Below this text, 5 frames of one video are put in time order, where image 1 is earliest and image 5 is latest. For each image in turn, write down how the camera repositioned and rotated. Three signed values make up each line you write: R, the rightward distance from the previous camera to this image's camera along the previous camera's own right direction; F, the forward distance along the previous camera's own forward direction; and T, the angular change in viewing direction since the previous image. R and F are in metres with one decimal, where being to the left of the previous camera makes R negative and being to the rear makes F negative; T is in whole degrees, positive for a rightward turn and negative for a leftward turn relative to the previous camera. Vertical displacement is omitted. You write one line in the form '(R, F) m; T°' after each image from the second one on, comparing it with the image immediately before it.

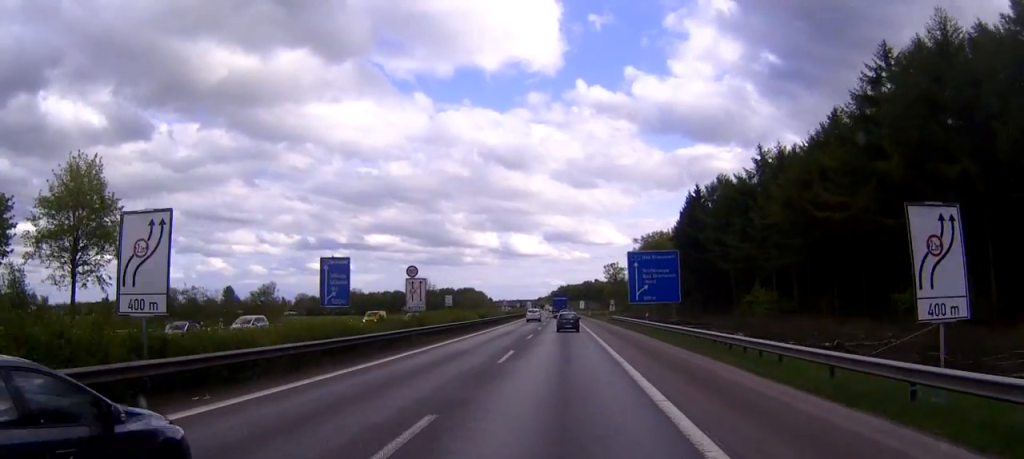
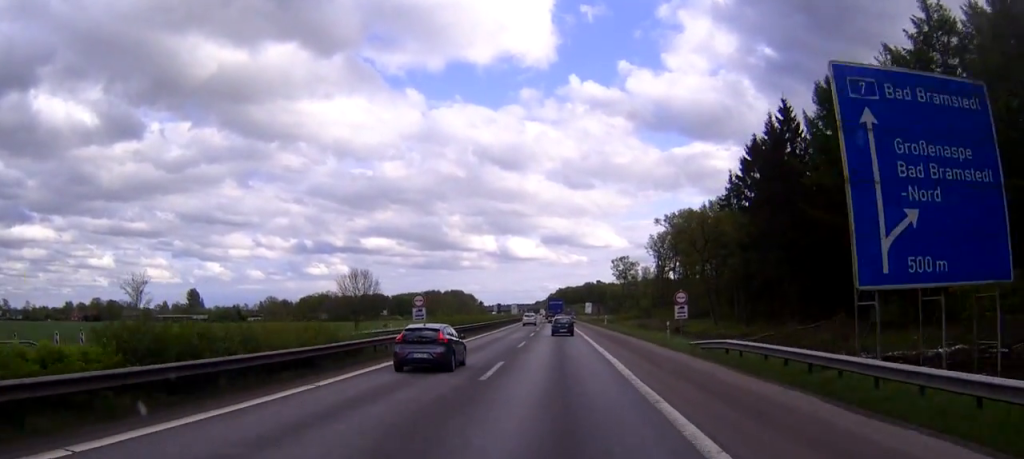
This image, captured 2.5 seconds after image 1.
(-0.1, +57.4) m; 0°
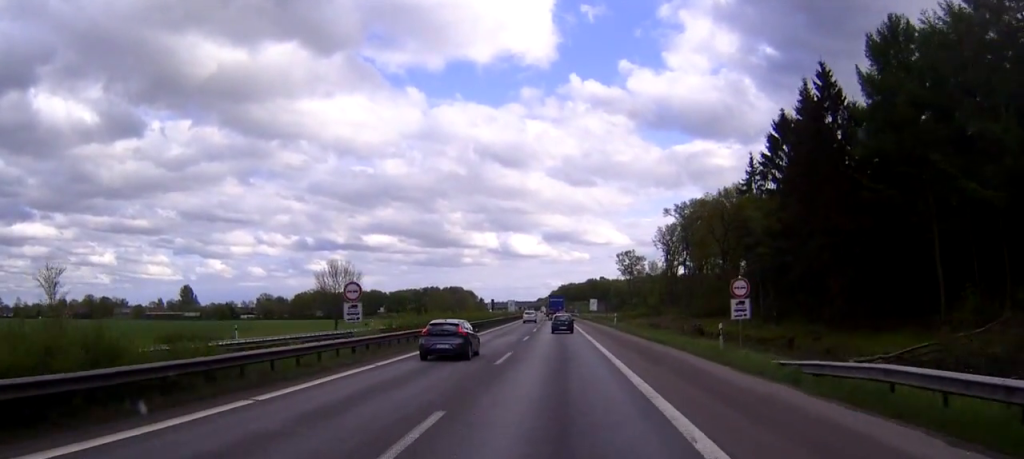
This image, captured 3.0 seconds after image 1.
(0.0, +13.1) m; 0°
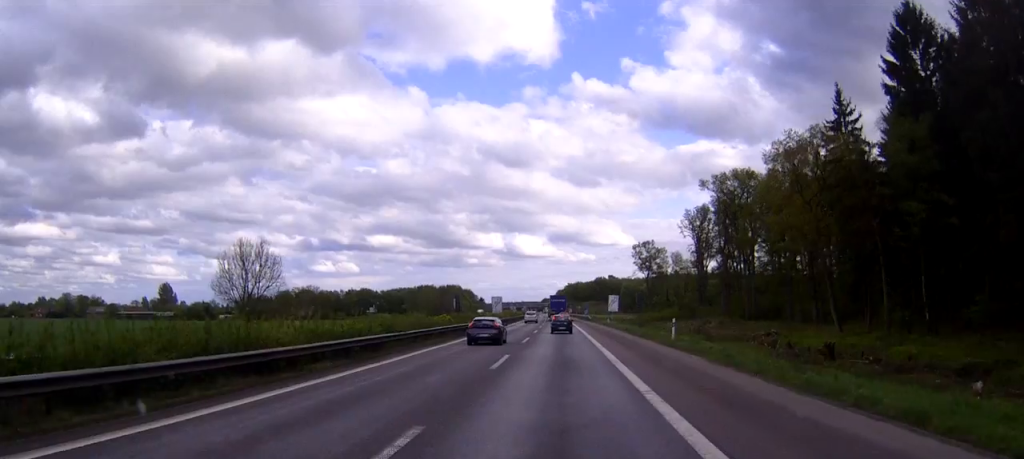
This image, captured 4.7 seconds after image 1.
(-0.3, +38.1) m; -1°
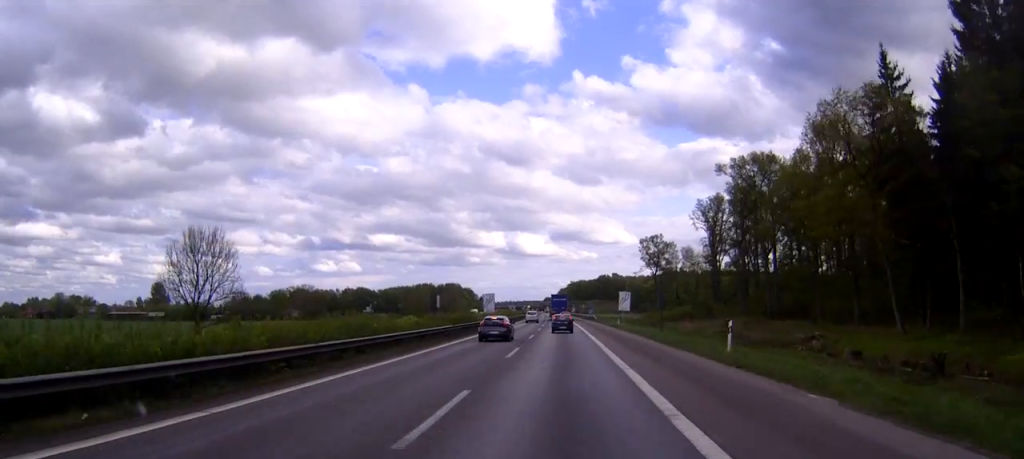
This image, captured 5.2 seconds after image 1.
(0.0, +13.2) m; 0°
